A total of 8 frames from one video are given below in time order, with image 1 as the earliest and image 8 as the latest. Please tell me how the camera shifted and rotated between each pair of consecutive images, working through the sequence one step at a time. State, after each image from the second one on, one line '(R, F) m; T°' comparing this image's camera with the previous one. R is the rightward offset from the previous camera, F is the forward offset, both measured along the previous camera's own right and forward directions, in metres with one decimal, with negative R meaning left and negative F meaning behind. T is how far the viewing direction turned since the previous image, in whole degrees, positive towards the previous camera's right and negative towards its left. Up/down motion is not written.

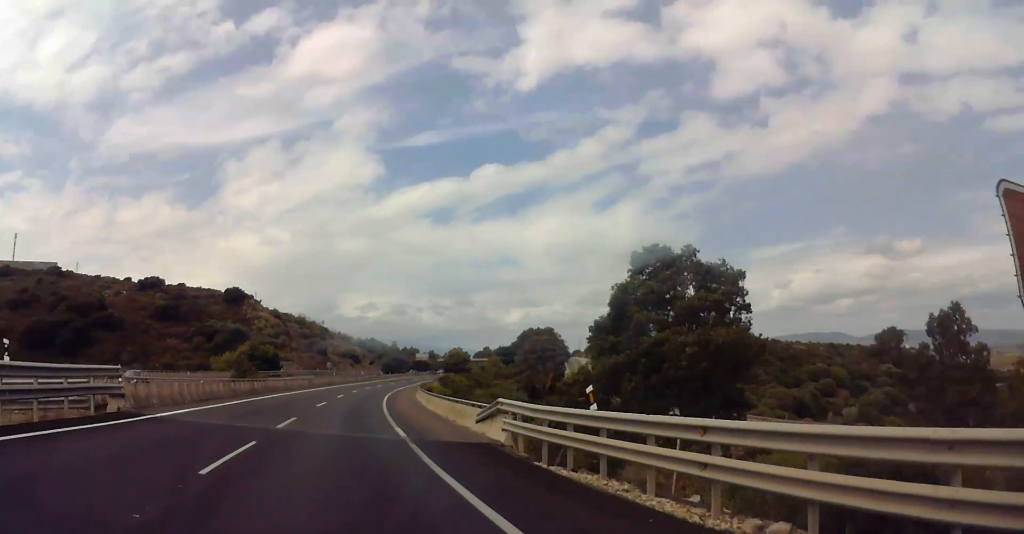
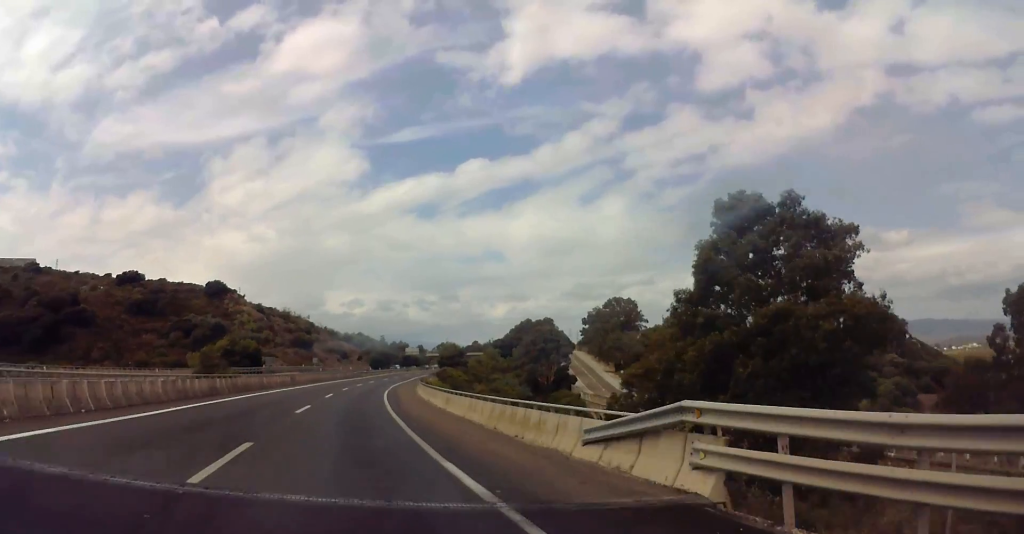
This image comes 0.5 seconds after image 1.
(0.0, +11.6) m; +1°
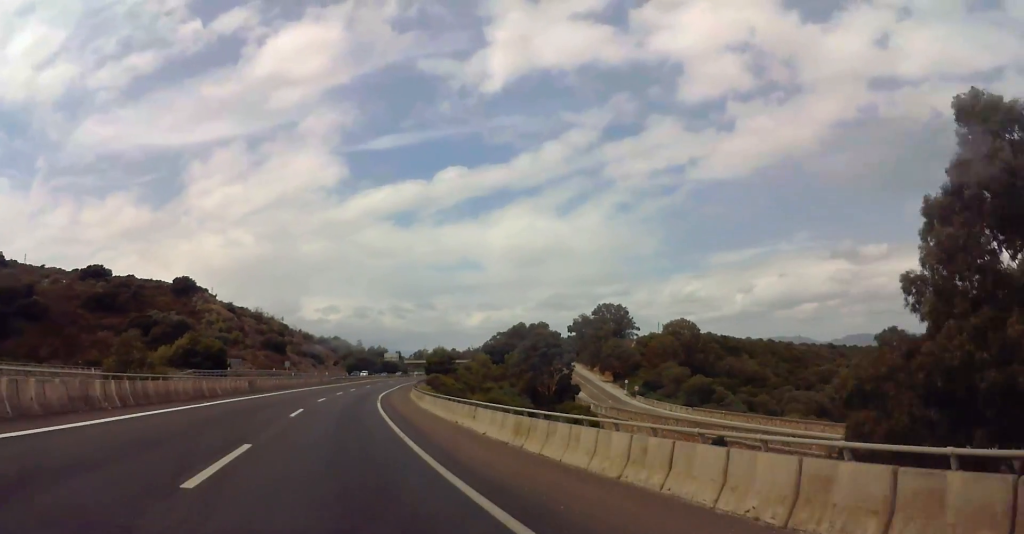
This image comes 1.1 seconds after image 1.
(+0.2, +15.5) m; 0°
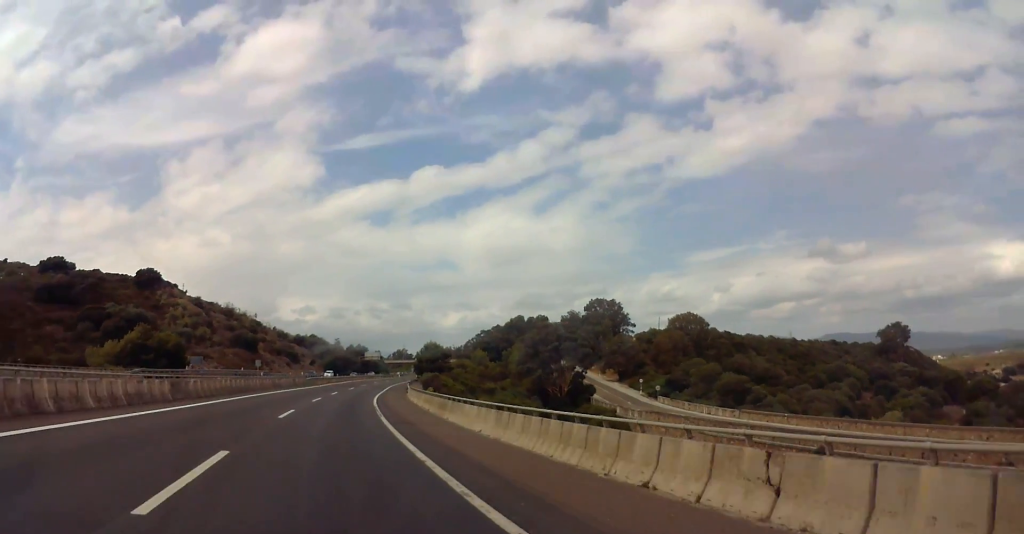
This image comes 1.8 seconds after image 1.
(0.0, +17.5) m; +1°
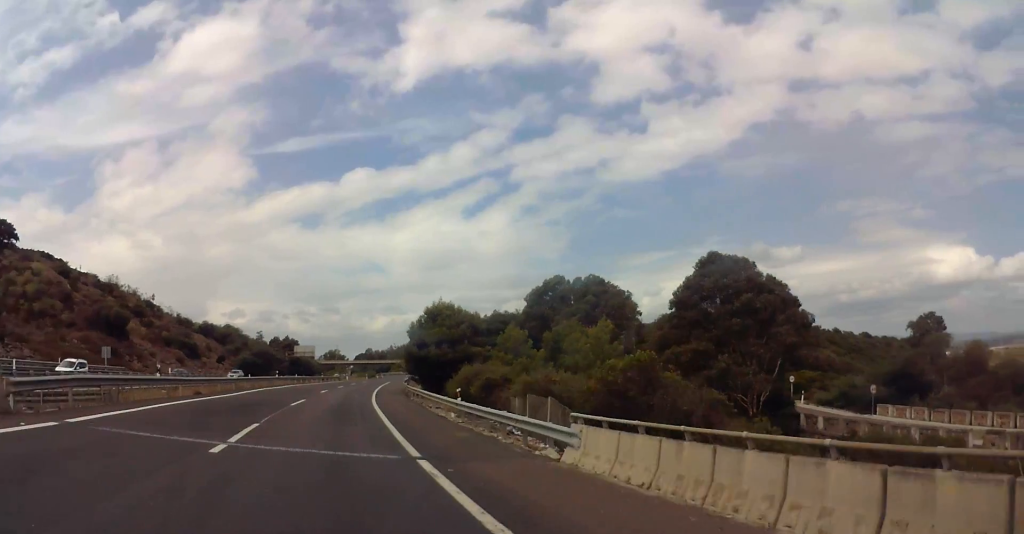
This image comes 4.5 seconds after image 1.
(+5.2, +64.0) m; +9°
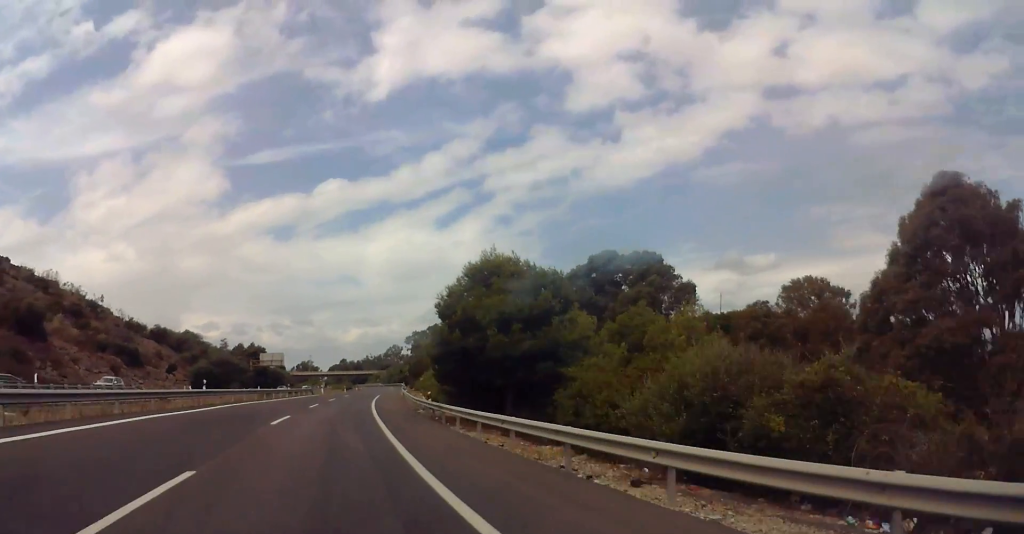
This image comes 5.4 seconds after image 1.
(+0.9, +23.6) m; +3°
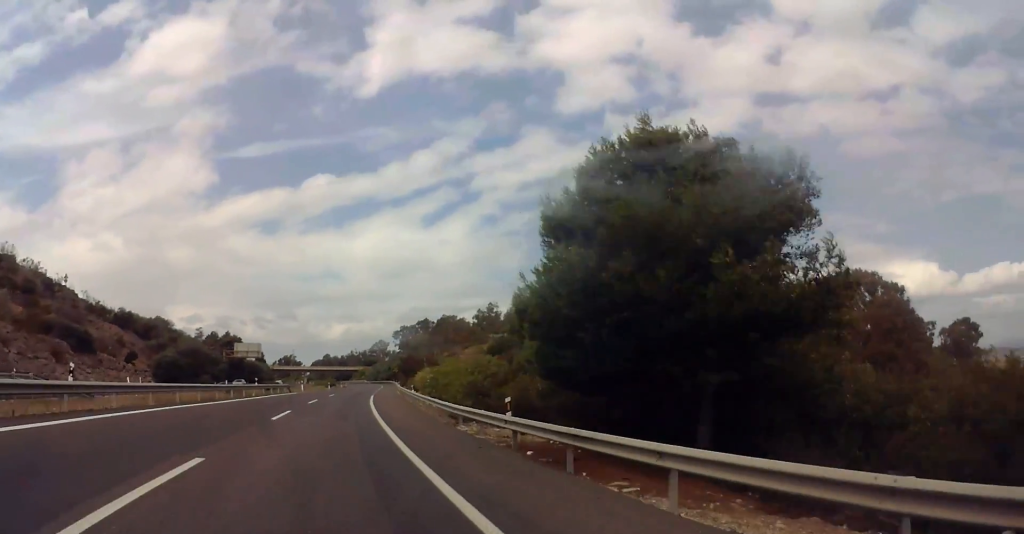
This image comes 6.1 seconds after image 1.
(+0.2, +16.6) m; 0°
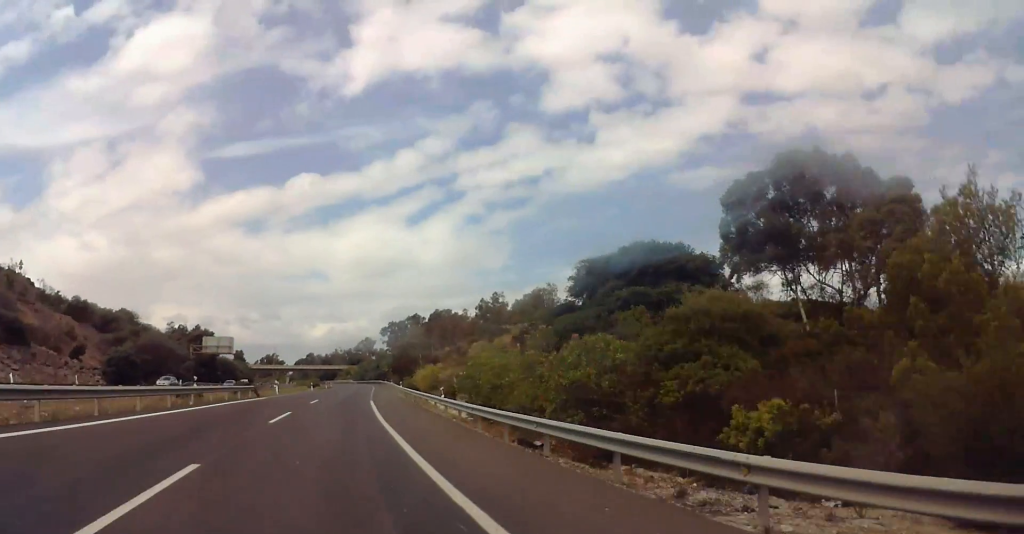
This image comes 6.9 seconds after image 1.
(+0.1, +18.5) m; 0°
